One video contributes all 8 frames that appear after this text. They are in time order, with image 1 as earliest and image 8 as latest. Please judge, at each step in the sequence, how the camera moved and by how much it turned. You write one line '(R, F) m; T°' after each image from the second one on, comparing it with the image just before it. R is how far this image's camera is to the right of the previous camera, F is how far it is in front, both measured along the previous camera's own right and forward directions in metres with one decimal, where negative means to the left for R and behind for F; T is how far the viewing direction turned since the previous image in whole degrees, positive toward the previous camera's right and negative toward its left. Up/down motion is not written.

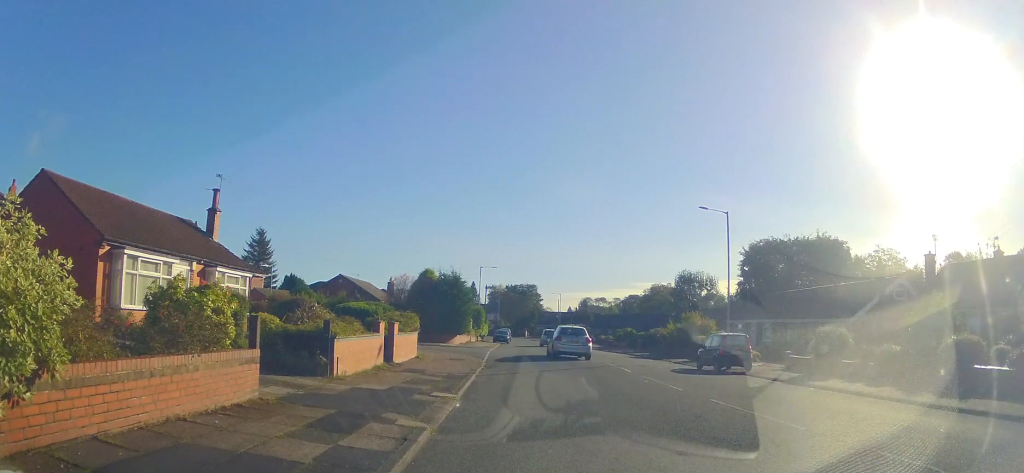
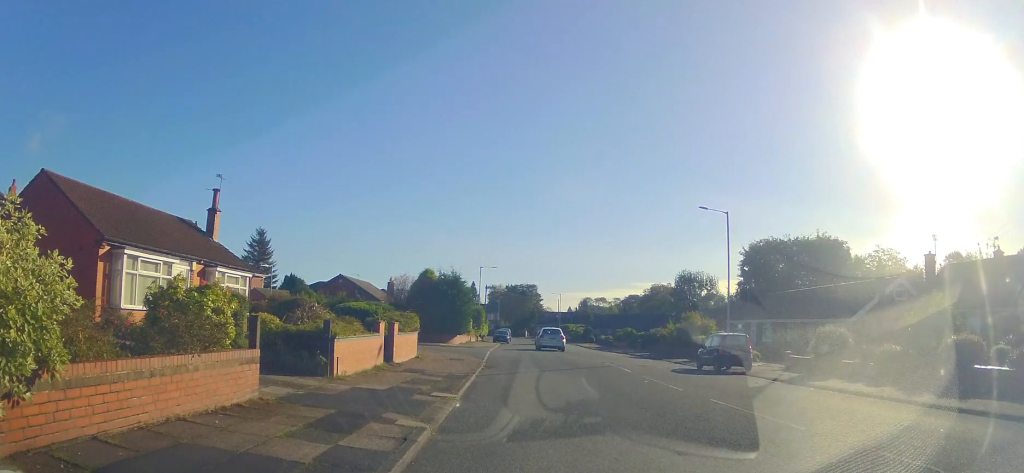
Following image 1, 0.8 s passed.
(0.0, 0.0) m; 0°
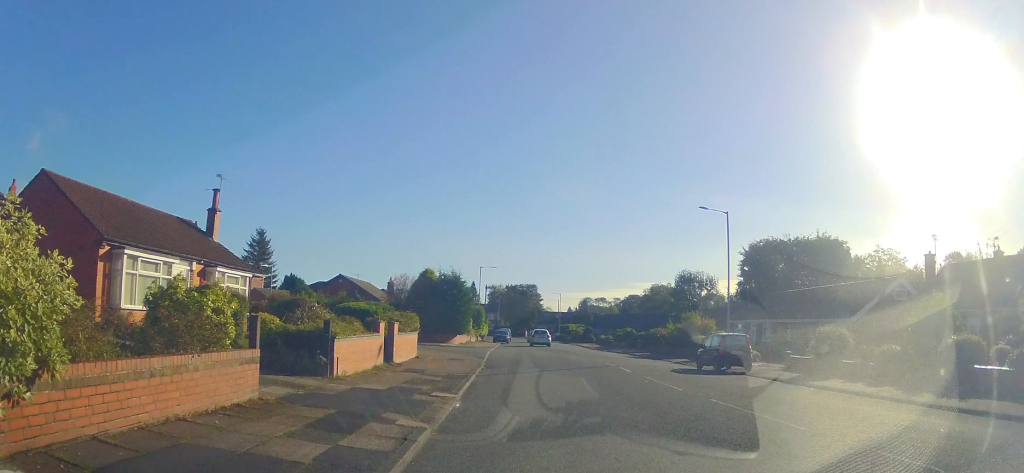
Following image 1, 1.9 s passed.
(0.0, 0.0) m; 0°
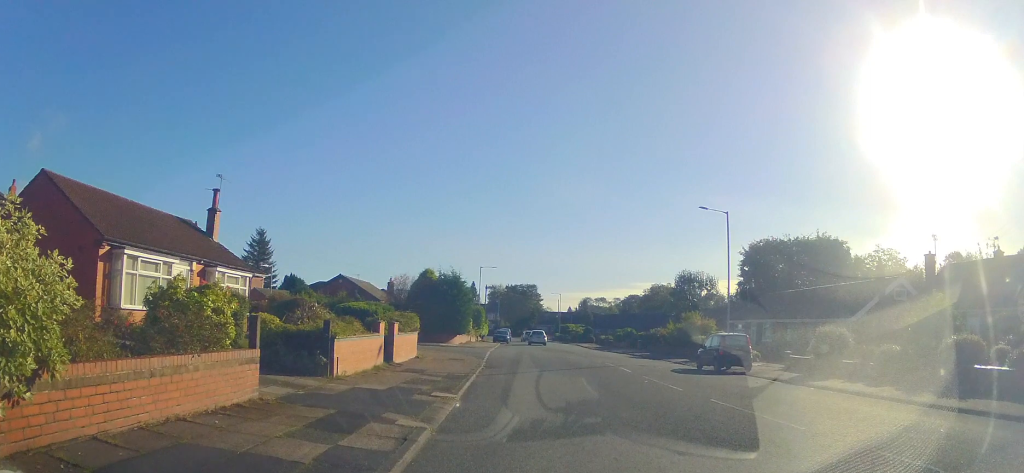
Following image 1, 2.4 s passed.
(0.0, 0.0) m; 0°
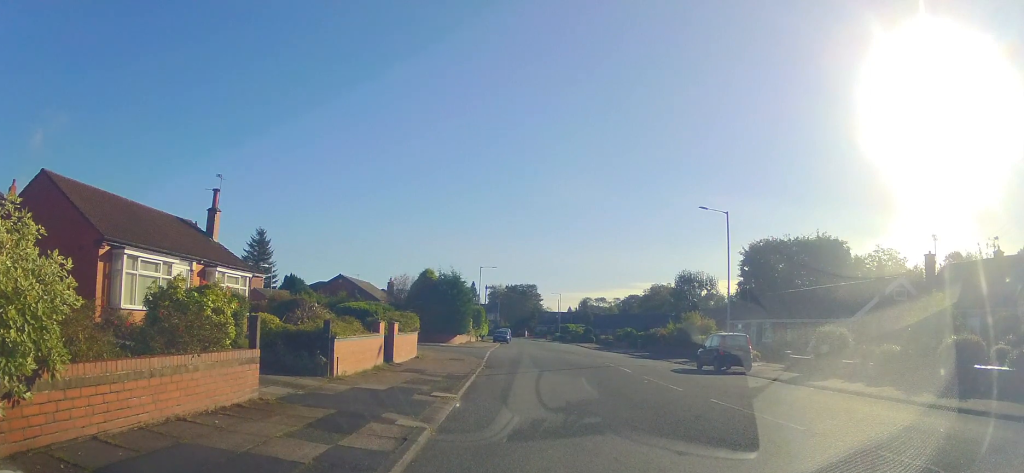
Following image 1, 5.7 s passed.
(0.0, 0.0) m; 0°
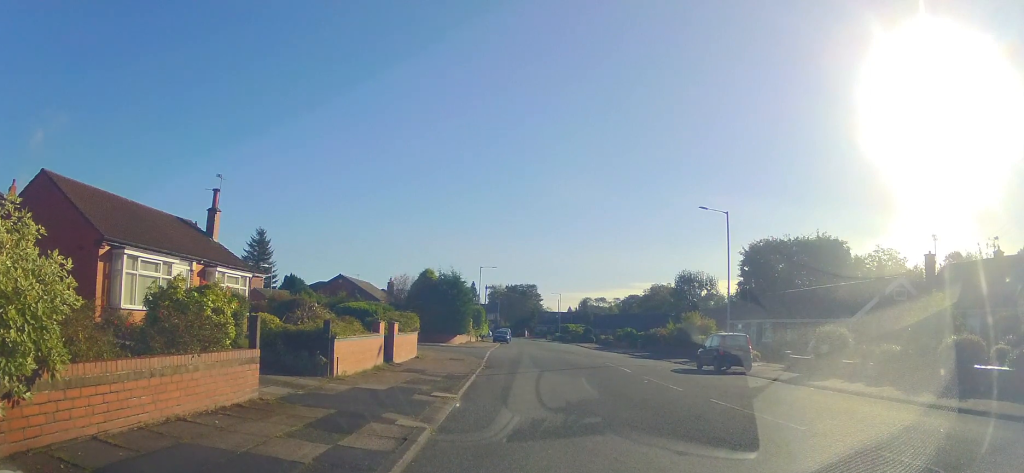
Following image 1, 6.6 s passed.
(0.0, 0.0) m; 0°
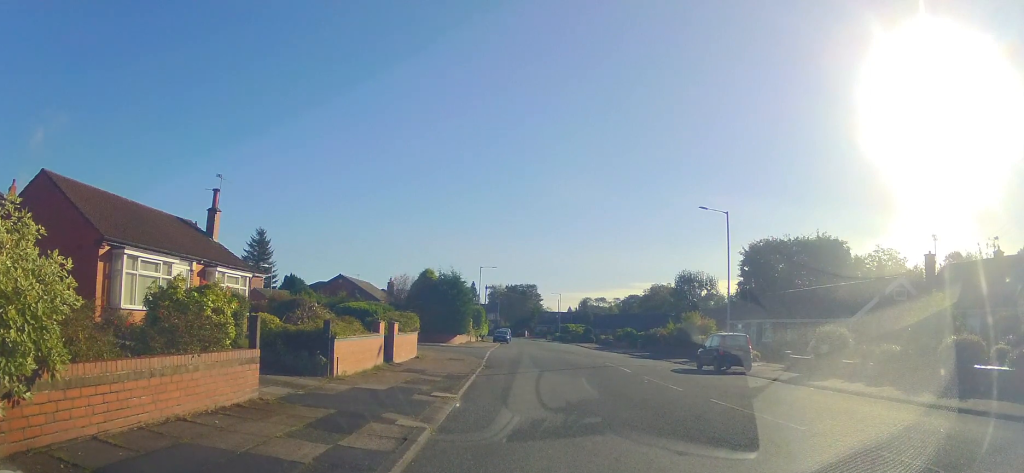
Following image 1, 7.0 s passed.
(0.0, 0.0) m; 0°
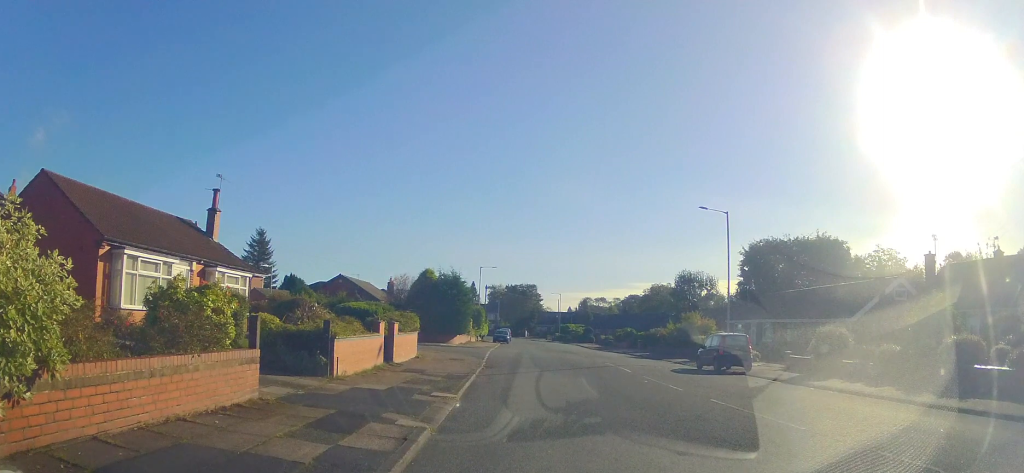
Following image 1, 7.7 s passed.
(0.0, 0.0) m; 0°
